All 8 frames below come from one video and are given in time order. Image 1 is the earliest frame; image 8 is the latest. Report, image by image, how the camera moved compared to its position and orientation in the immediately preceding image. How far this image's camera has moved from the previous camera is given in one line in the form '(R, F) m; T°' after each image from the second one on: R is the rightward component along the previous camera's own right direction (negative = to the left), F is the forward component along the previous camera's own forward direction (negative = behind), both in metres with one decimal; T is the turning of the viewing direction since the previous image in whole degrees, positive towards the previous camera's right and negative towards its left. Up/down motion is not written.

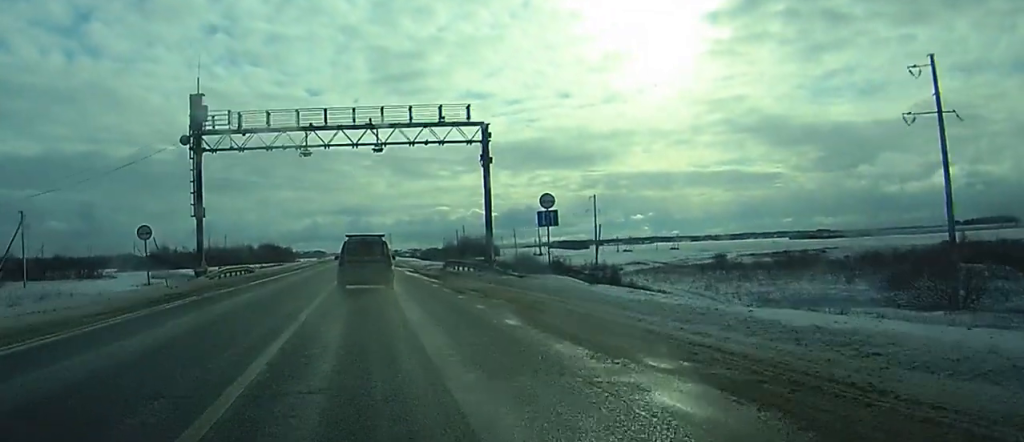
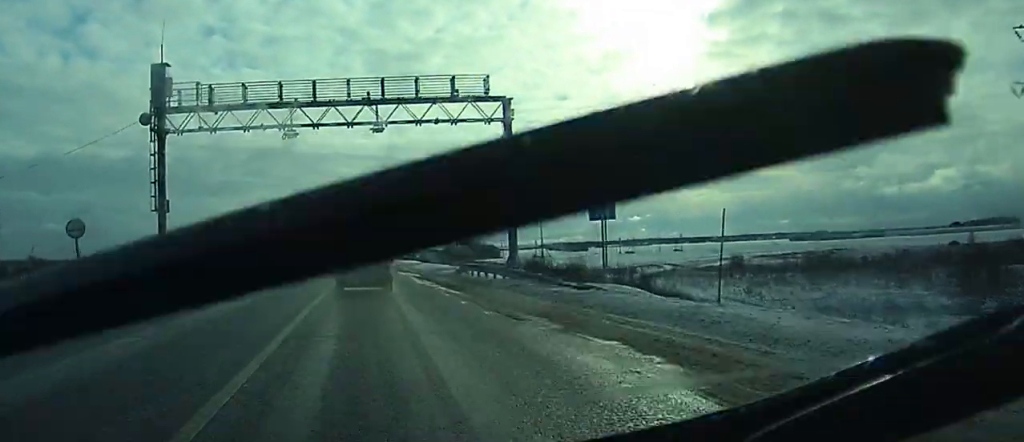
(0.0, +9.5) m; 0°
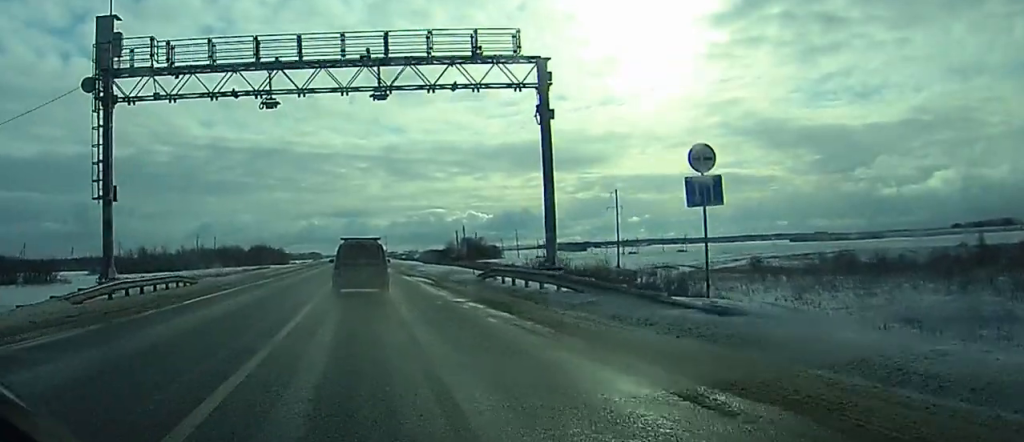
(+0.1, +9.5) m; 0°
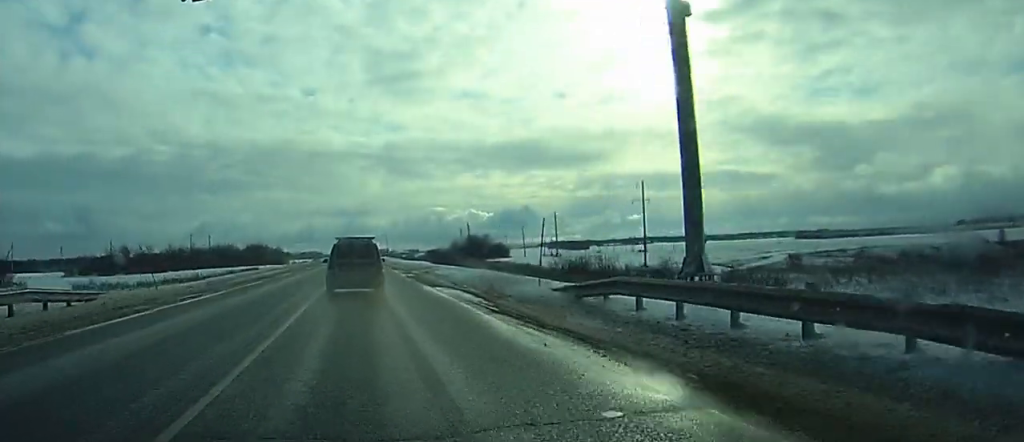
(+0.1, +15.5) m; 0°
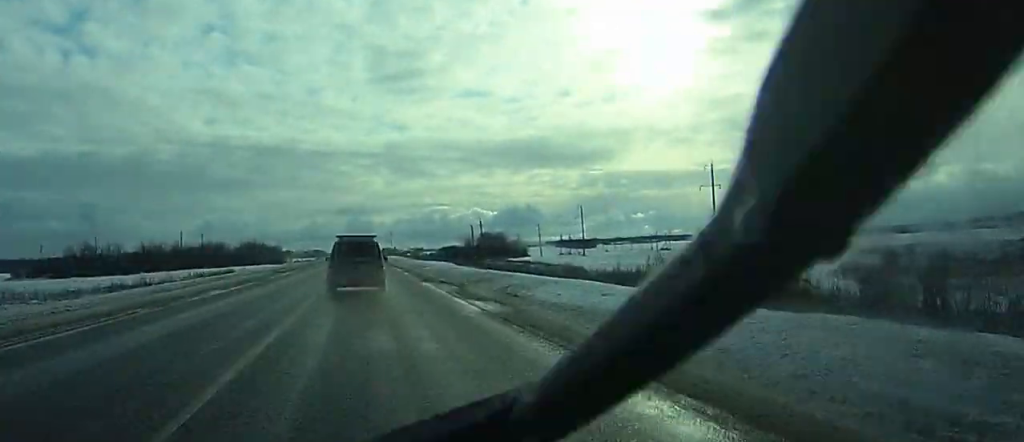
(+0.1, +28.9) m; 0°
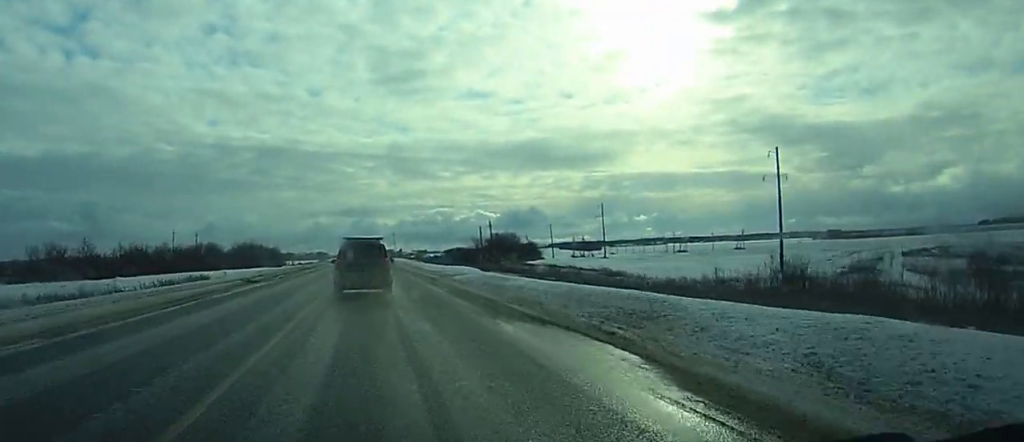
(-0.1, +19.5) m; 0°
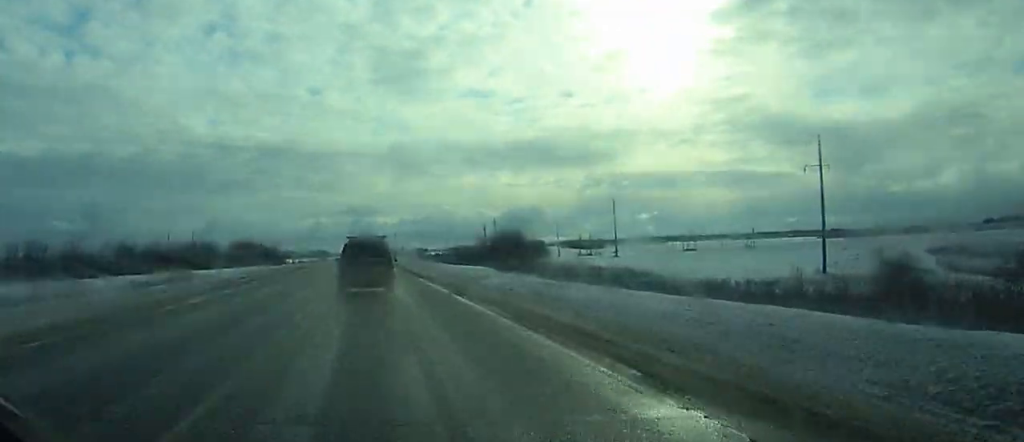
(0.0, +10.1) m; 0°
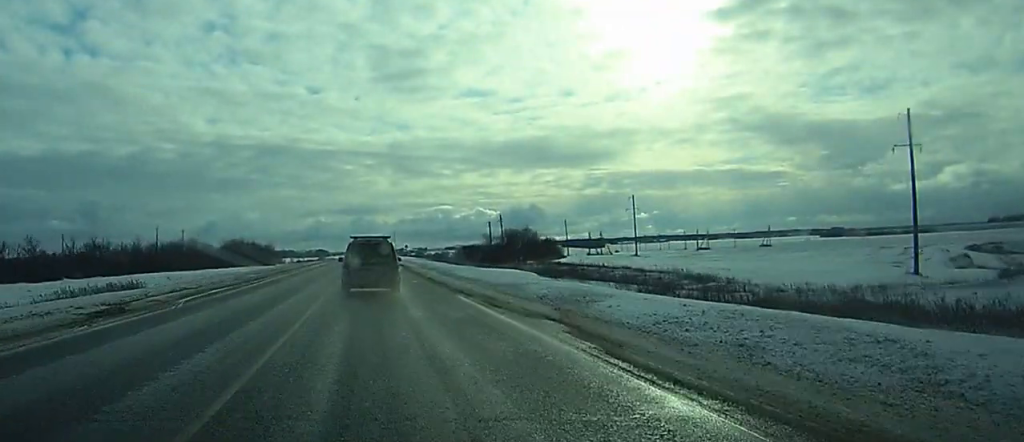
(+0.1, +17.9) m; 0°
